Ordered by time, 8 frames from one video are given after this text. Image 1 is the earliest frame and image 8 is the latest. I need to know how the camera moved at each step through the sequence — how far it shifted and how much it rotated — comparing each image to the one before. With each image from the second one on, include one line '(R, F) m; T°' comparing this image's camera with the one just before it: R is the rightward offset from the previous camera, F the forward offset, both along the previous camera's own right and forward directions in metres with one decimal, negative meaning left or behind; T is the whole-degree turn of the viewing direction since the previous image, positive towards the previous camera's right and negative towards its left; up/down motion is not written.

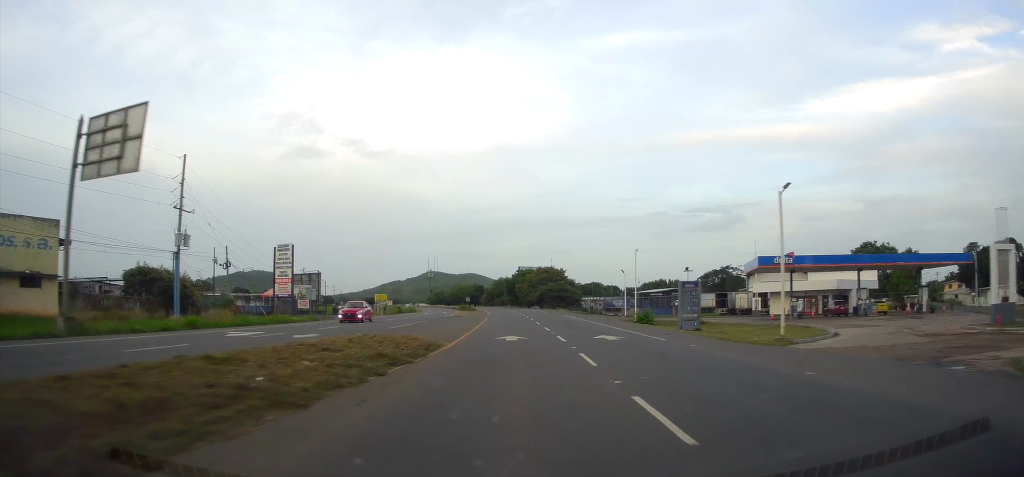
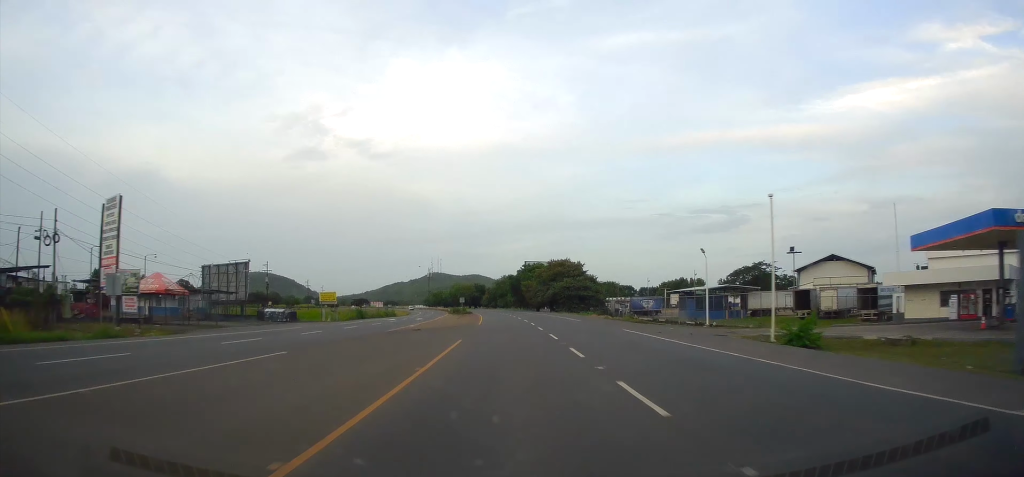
(-0.3, +28.1) m; -1°
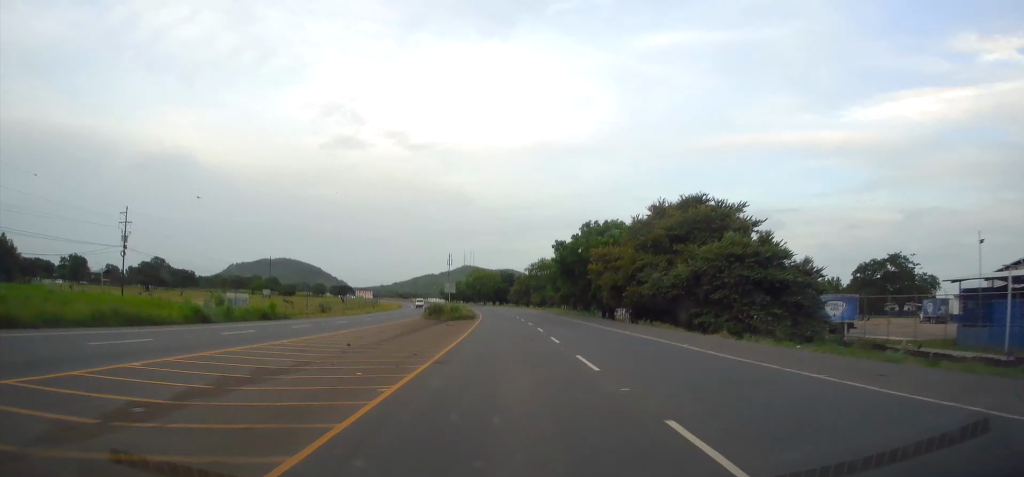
(-1.3, +63.2) m; -3°
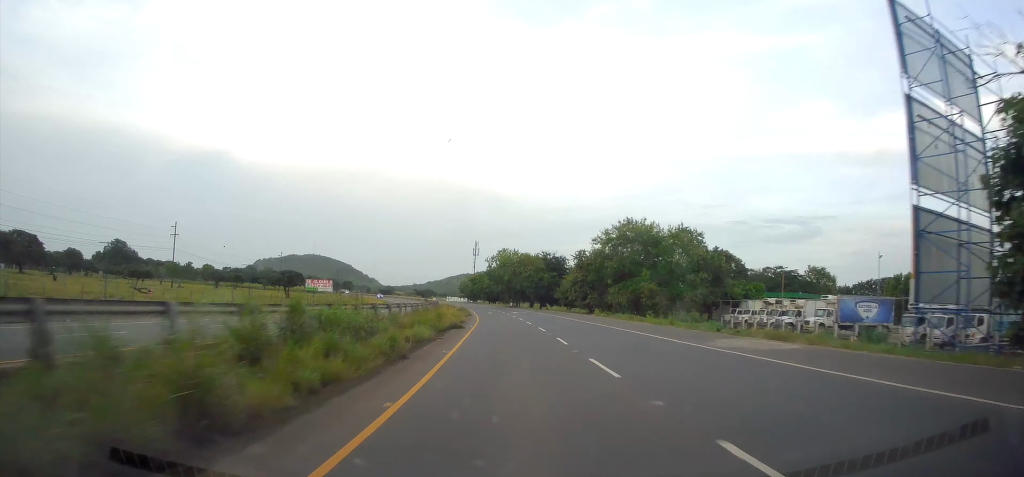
(-1.9, +66.2) m; -4°
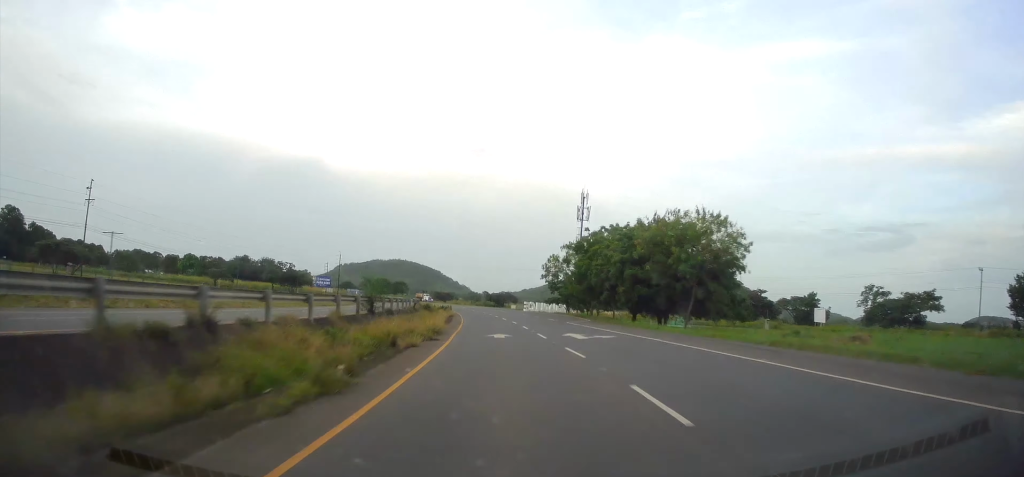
(-10.0, +116.4) m; -11°
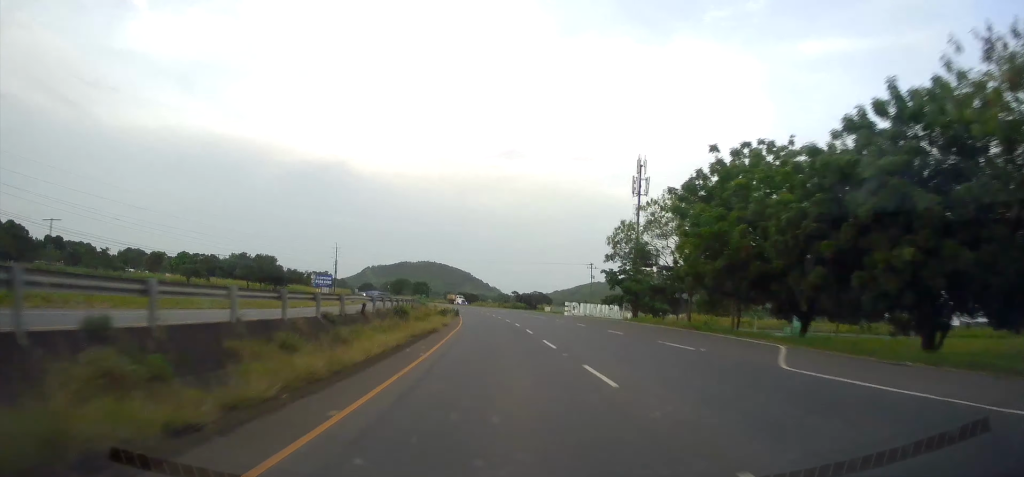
(-0.8, +29.3) m; -3°
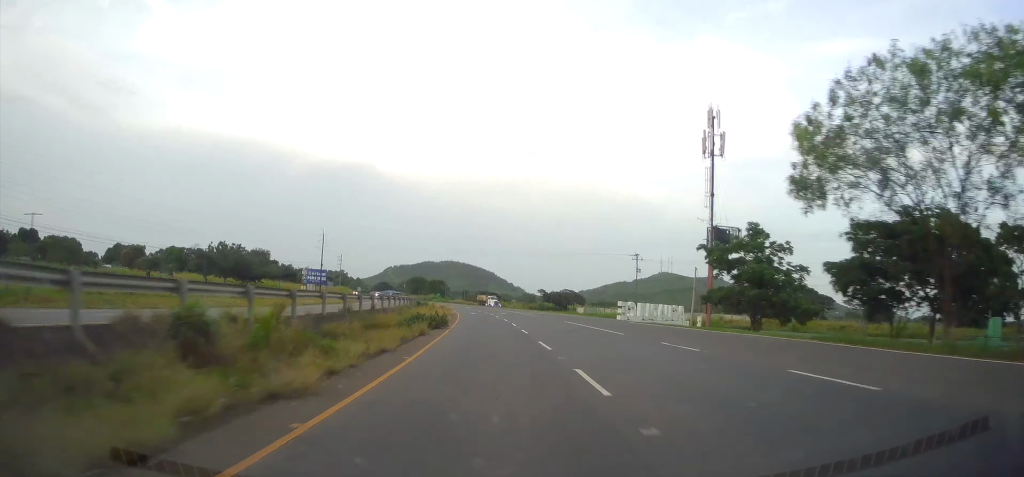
(-0.5, +24.4) m; -2°
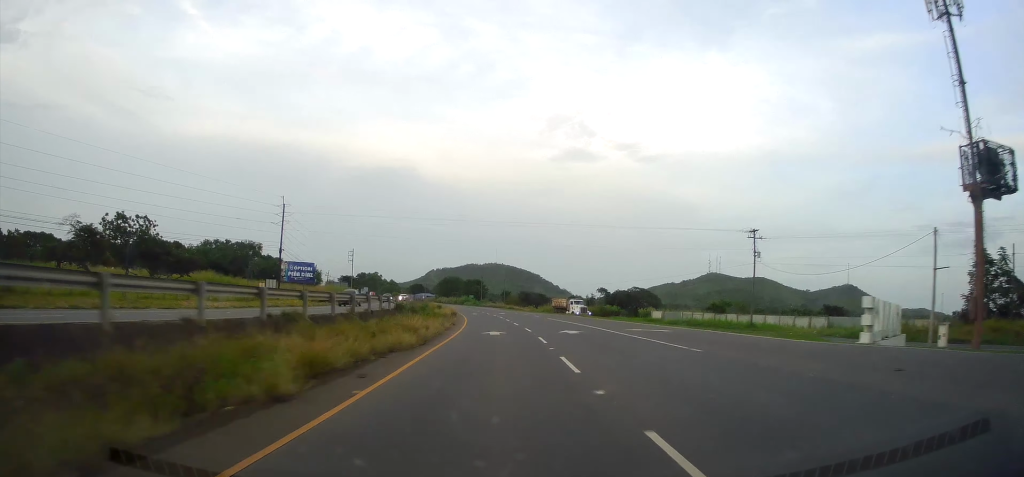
(-0.8, +37.5) m; -4°
